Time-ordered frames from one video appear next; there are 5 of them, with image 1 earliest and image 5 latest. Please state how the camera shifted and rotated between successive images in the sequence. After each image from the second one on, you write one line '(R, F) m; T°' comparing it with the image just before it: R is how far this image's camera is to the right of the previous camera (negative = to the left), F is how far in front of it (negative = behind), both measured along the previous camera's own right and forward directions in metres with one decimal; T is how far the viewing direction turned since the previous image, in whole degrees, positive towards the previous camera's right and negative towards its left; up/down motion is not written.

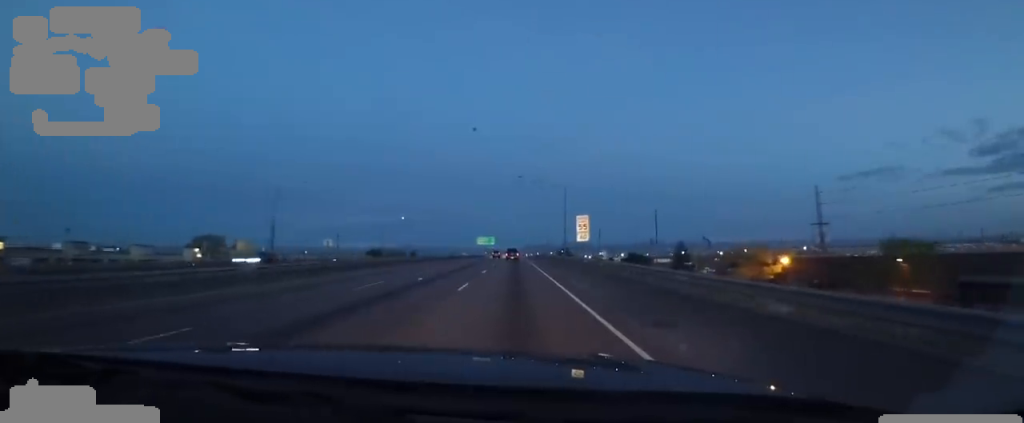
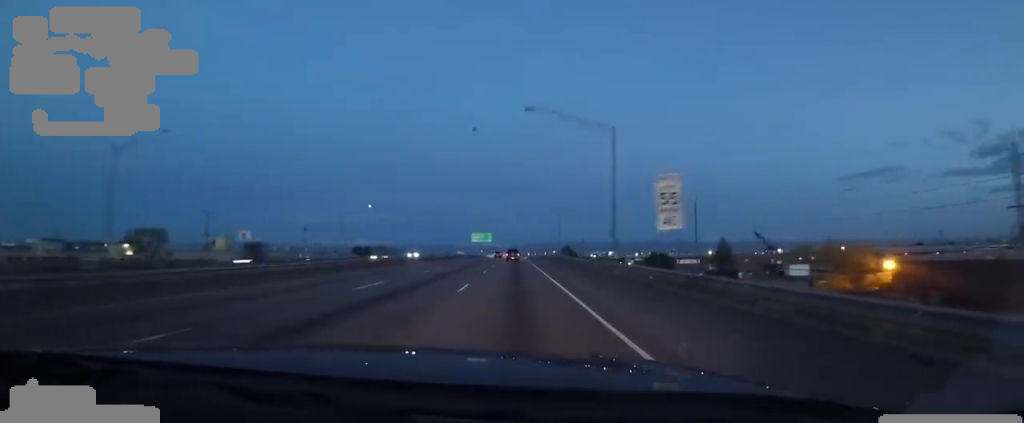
(0.0, +24.2) m; 0°
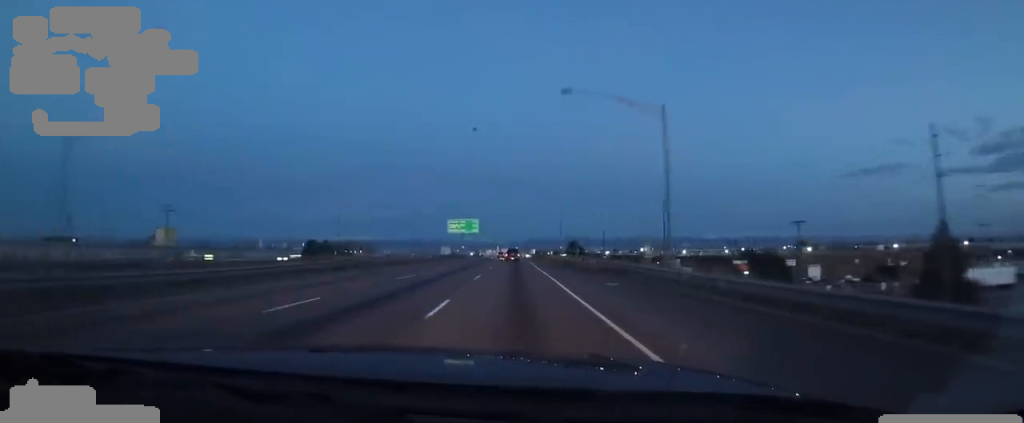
(0.0, +54.6) m; 0°
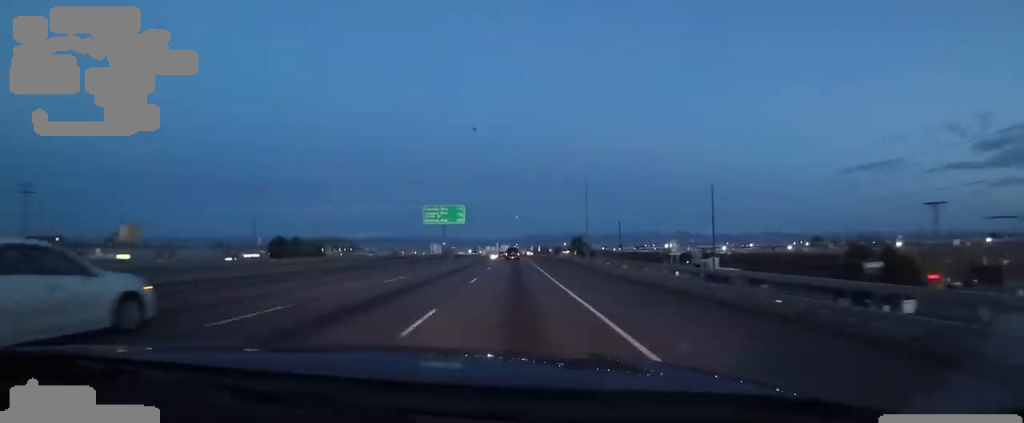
(0.0, +26.8) m; 0°
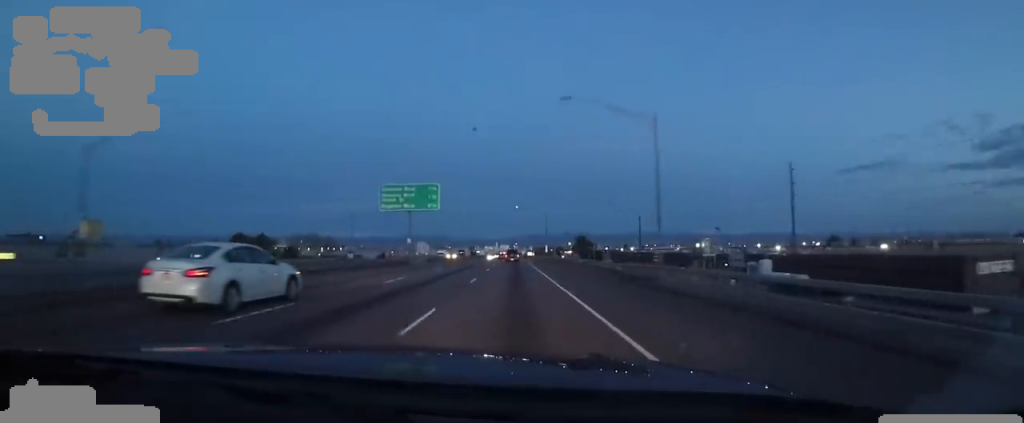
(0.0, +24.1) m; 0°
